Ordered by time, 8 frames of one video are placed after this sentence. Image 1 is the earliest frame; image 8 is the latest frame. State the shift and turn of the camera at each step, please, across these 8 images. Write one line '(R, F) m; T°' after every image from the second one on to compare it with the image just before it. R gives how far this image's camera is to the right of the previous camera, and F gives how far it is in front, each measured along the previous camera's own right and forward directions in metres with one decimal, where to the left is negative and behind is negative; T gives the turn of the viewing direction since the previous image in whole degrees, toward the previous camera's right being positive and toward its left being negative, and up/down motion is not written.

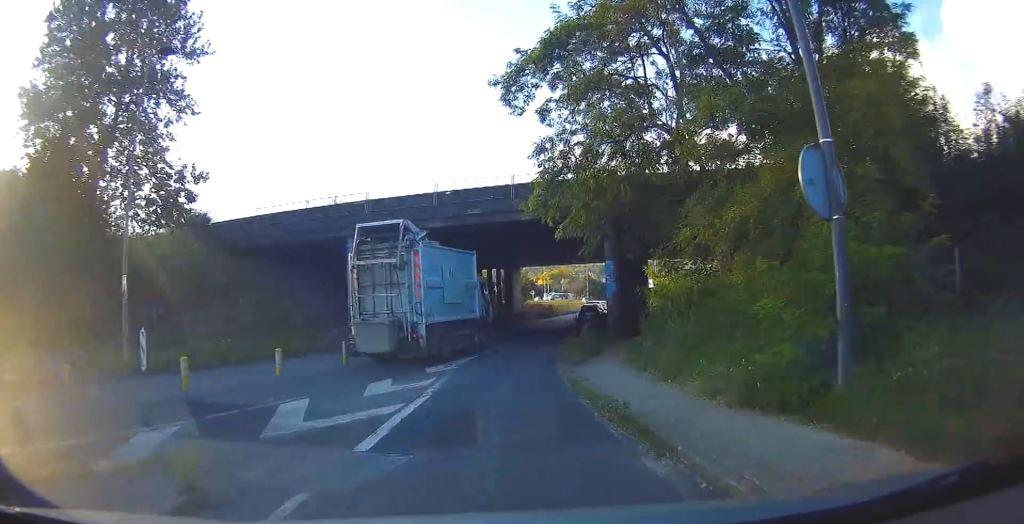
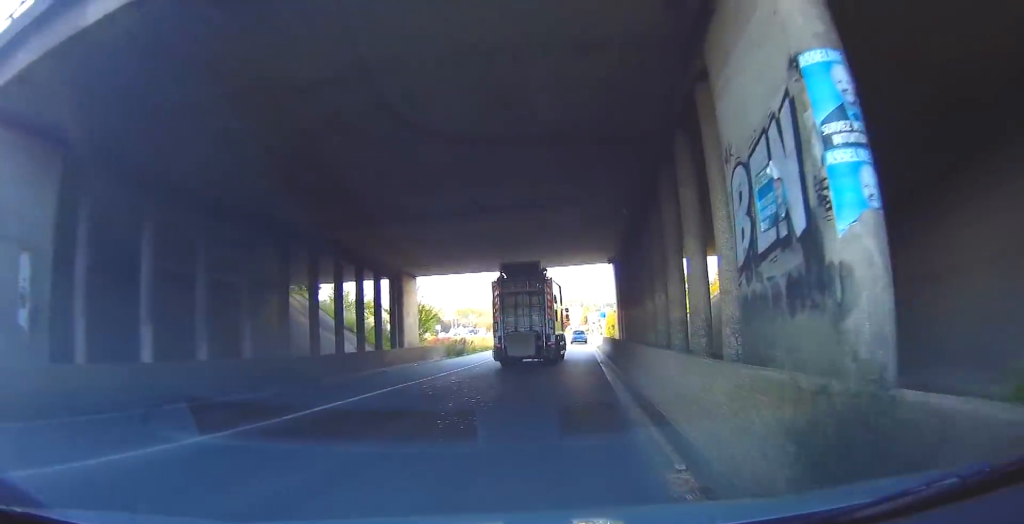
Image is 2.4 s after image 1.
(+1.1, +21.3) m; +9°
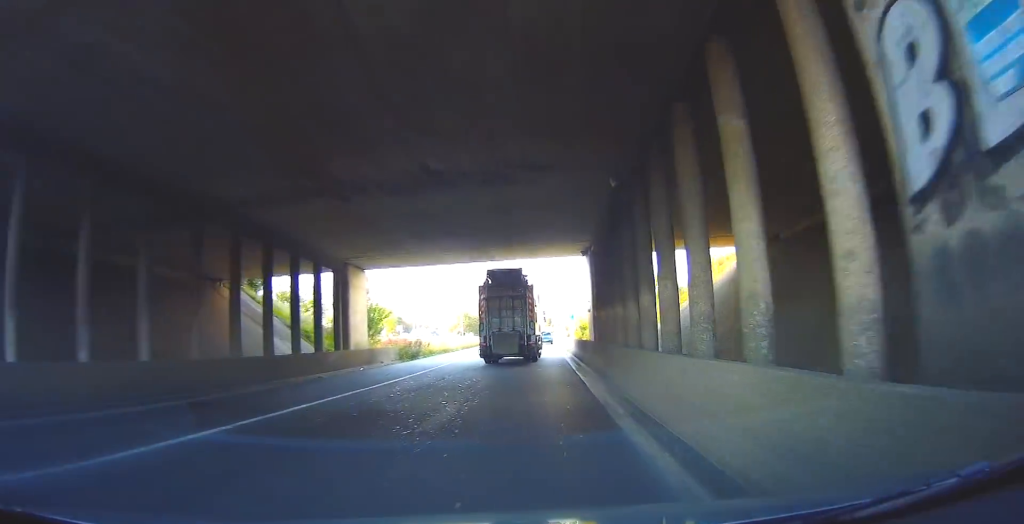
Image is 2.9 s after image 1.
(0.0, +4.3) m; +3°
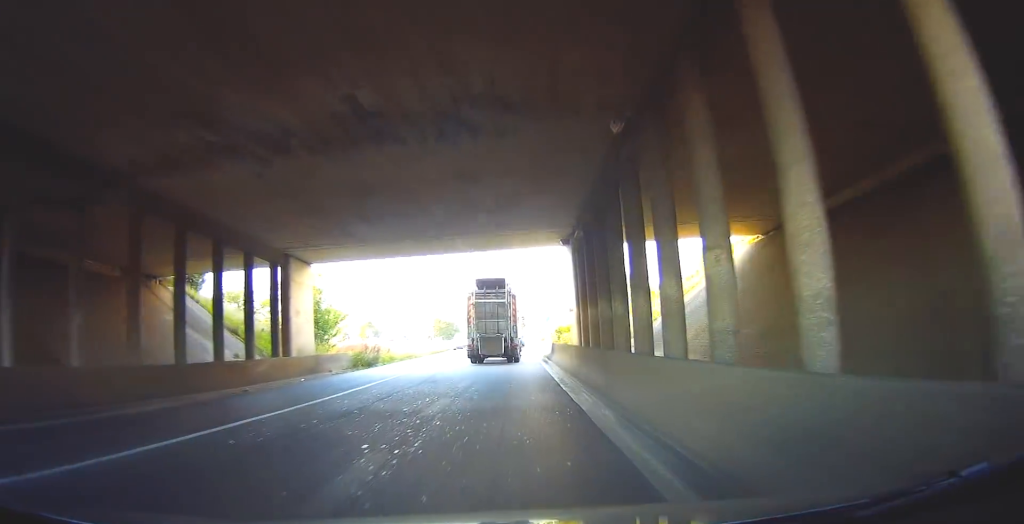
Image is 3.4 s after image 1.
(+0.3, +4.5) m; +5°
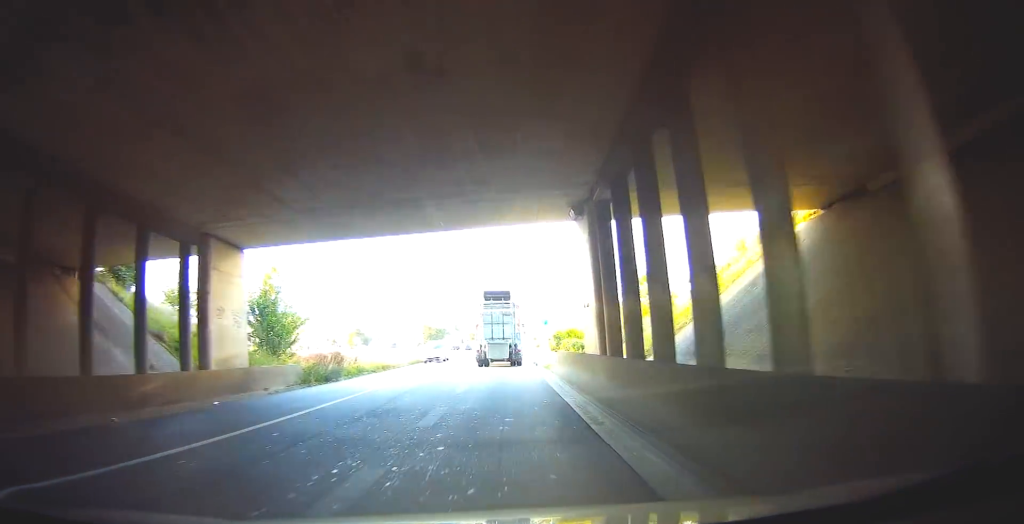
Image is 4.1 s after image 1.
(+0.3, +6.3) m; +5°
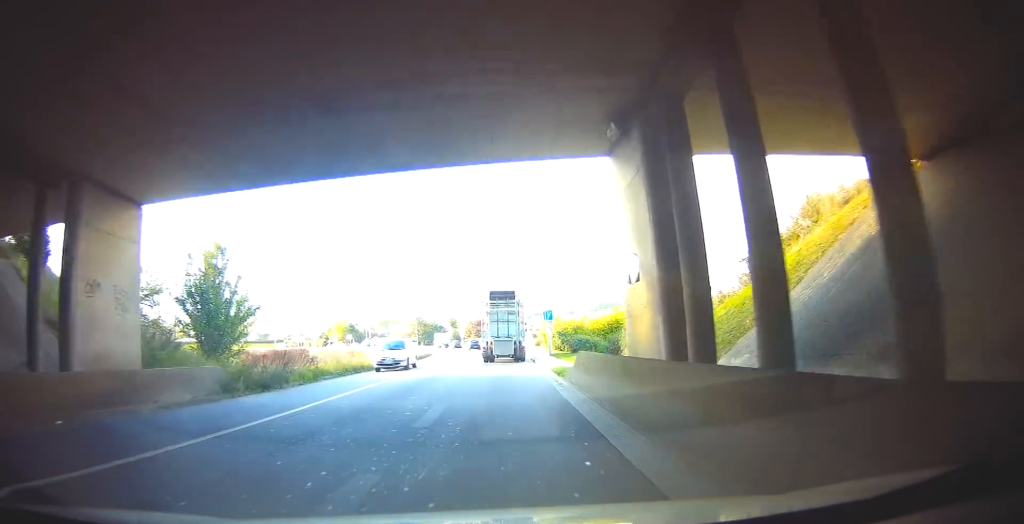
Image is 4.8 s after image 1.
(+0.4, +5.6) m; +1°
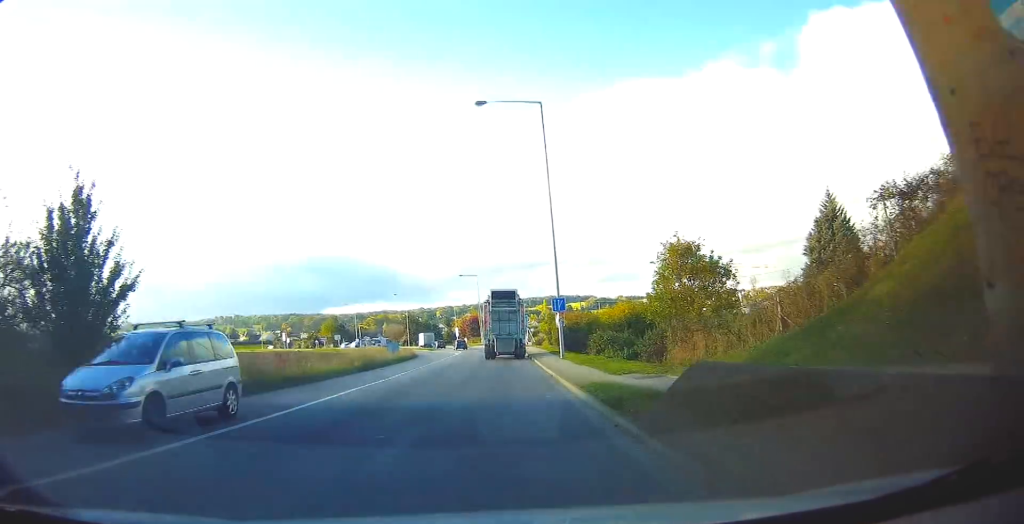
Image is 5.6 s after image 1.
(-0.2, +8.1) m; -4°
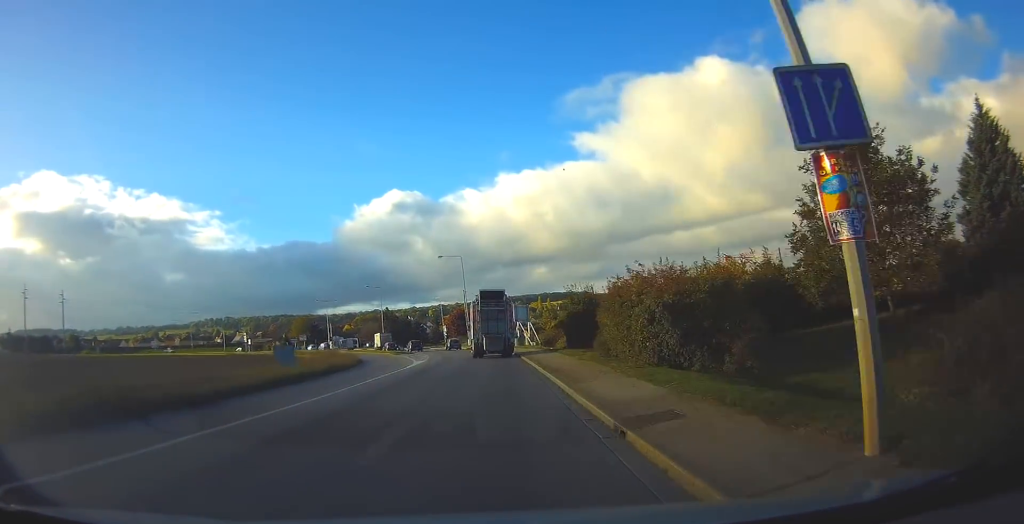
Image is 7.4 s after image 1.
(-1.3, +23.5) m; -4°
